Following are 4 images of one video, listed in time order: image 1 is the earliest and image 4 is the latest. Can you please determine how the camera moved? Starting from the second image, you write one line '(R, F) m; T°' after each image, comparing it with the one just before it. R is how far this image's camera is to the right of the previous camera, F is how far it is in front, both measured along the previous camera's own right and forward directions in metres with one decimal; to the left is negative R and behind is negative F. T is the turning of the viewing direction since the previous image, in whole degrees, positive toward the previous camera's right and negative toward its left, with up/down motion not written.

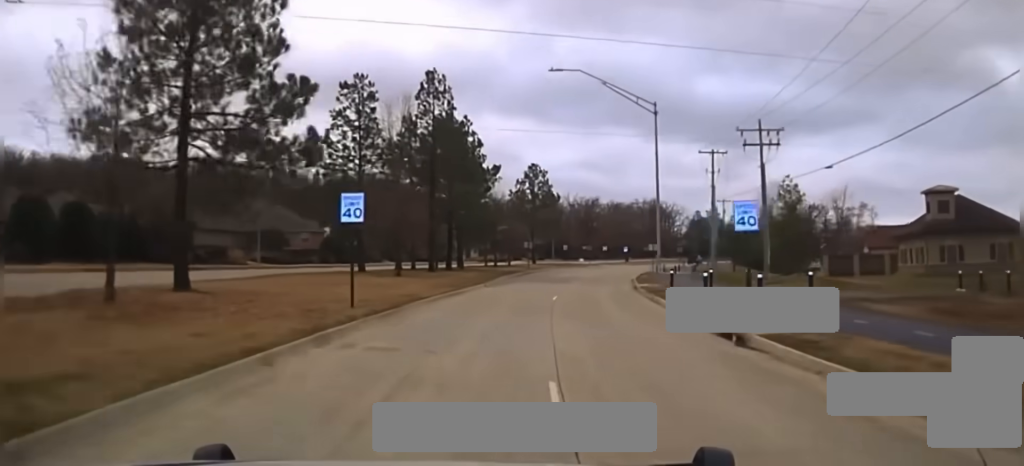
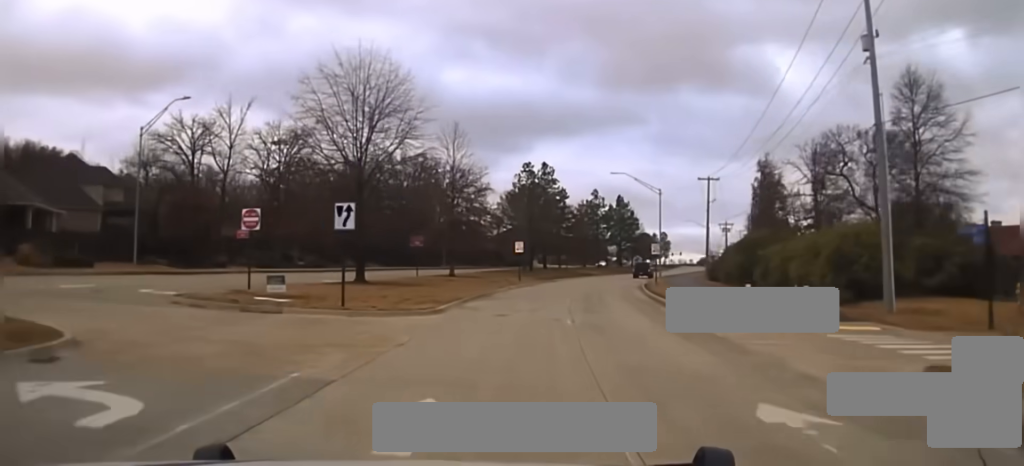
(+17.3, +115.9) m; +16°
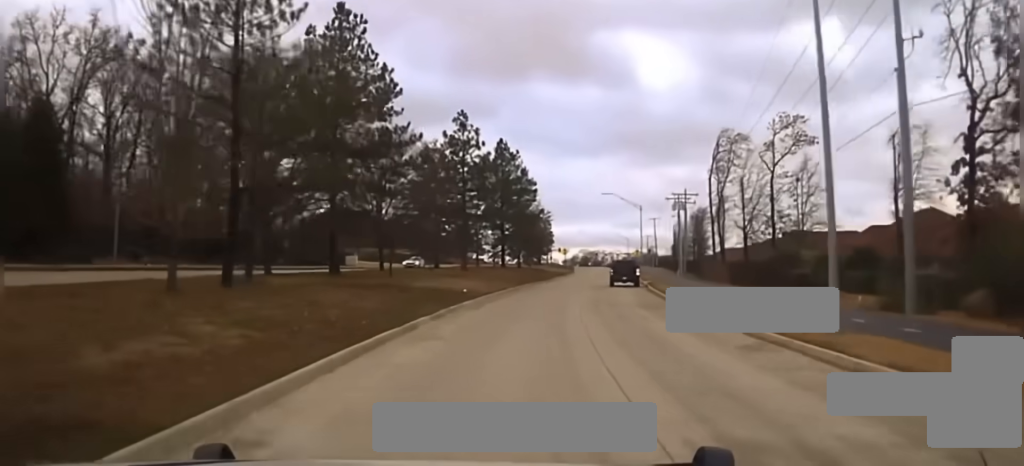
(+6.2, +81.1) m; +9°
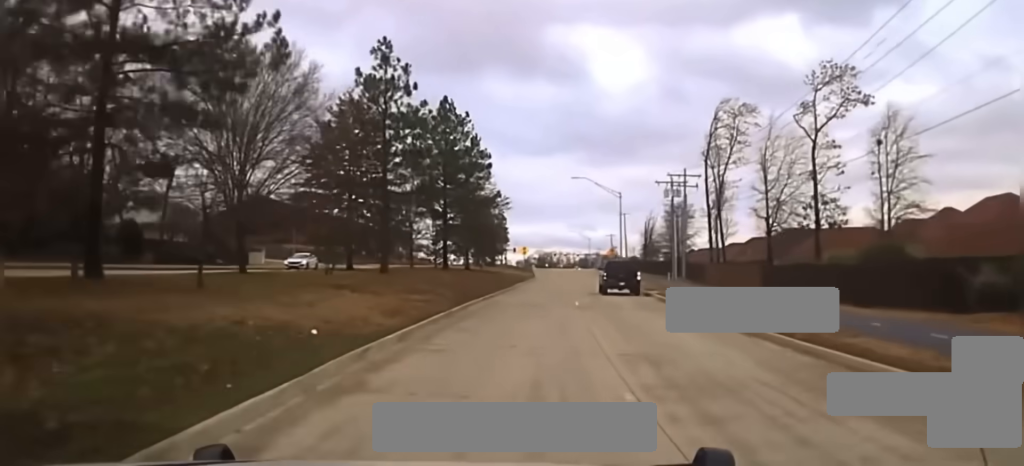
(+1.0, +22.7) m; +3°
